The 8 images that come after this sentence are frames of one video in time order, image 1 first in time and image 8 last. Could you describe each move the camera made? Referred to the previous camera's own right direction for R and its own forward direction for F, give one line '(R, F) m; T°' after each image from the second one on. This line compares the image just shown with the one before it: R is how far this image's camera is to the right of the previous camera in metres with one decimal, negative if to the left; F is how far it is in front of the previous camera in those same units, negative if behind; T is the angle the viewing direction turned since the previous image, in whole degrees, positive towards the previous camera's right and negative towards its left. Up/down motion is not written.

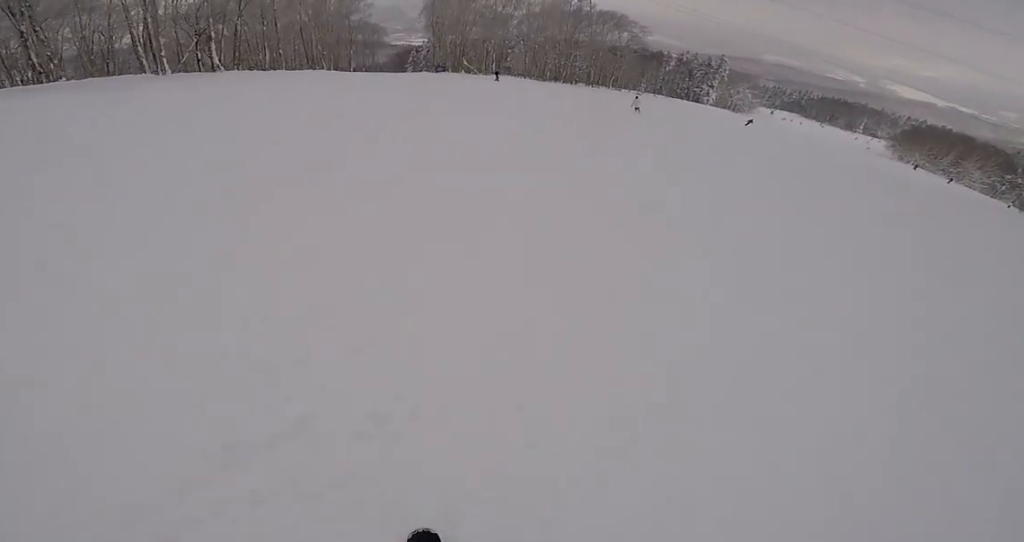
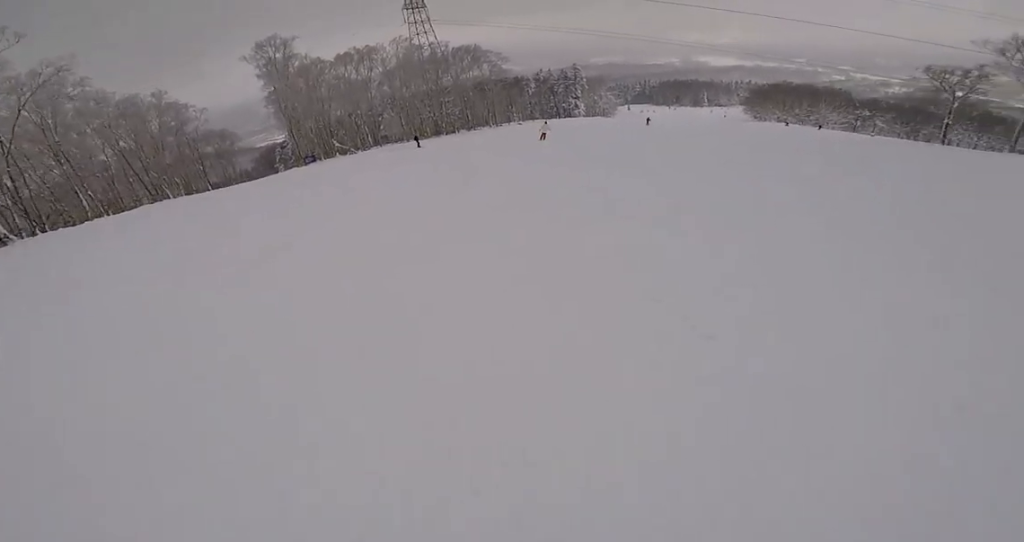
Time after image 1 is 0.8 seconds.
(+0.1, +9.0) m; +12°
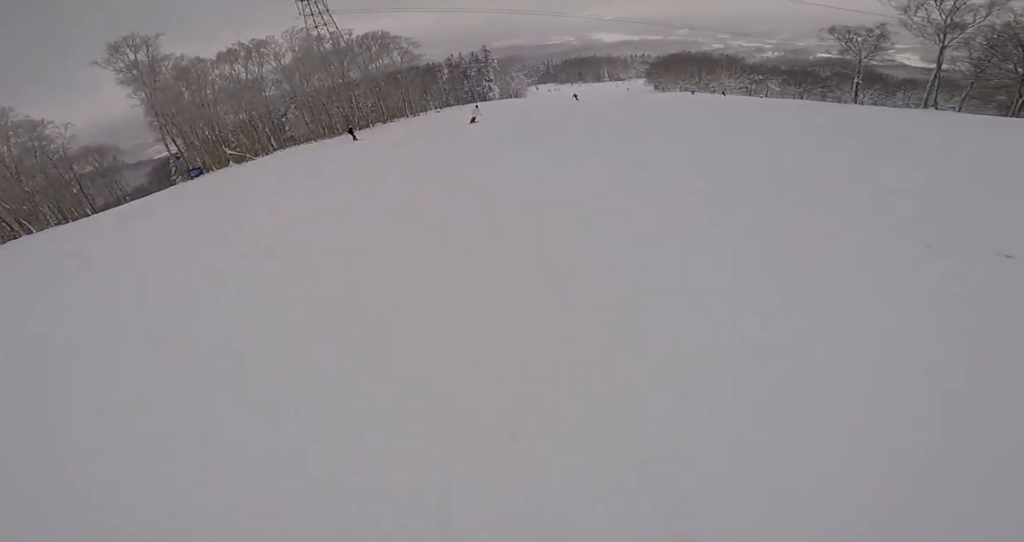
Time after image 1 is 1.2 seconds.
(+1.1, +5.6) m; +9°
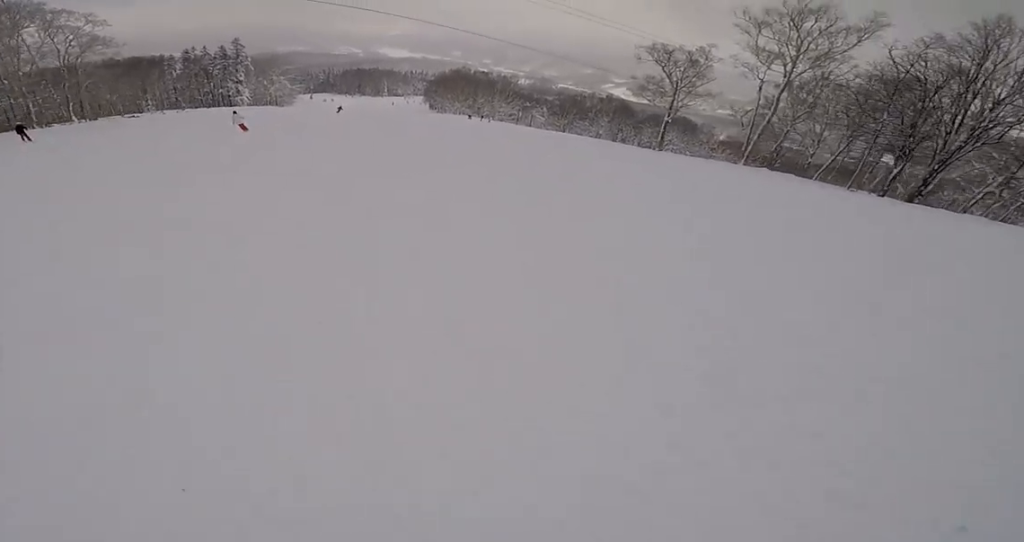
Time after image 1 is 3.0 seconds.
(+4.3, +21.5) m; +5°
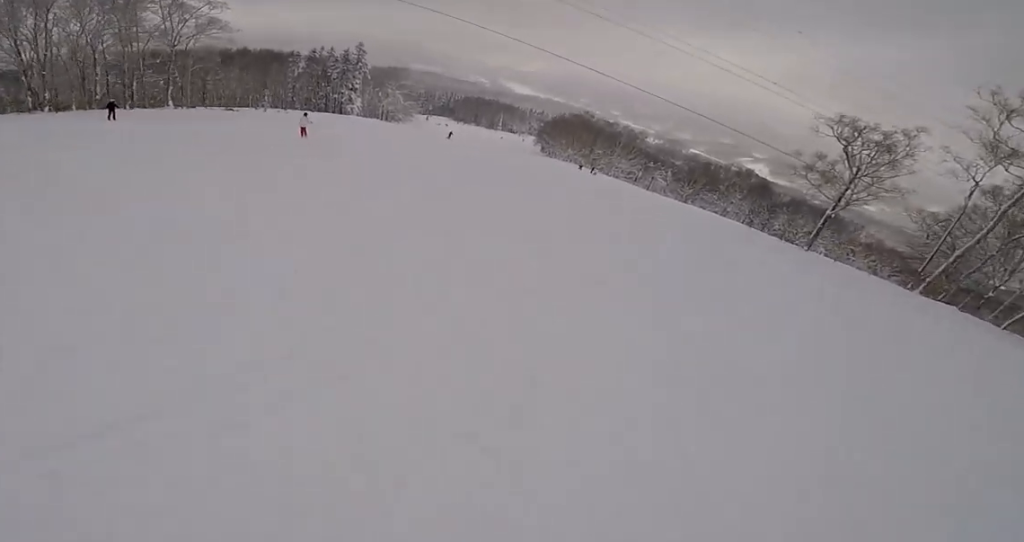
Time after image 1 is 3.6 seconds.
(-0.5, +6.8) m; -11°
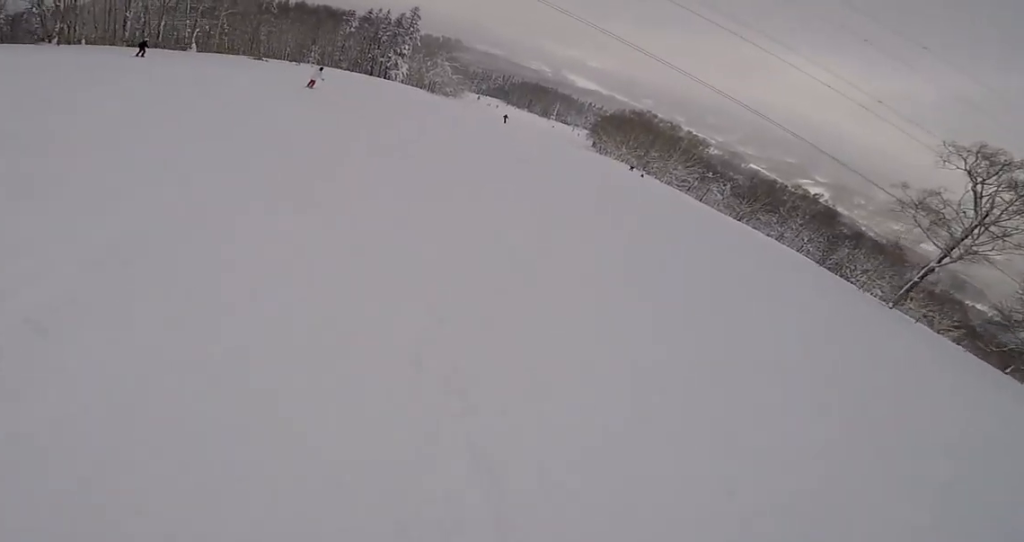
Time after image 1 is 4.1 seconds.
(-0.7, +6.1) m; -8°
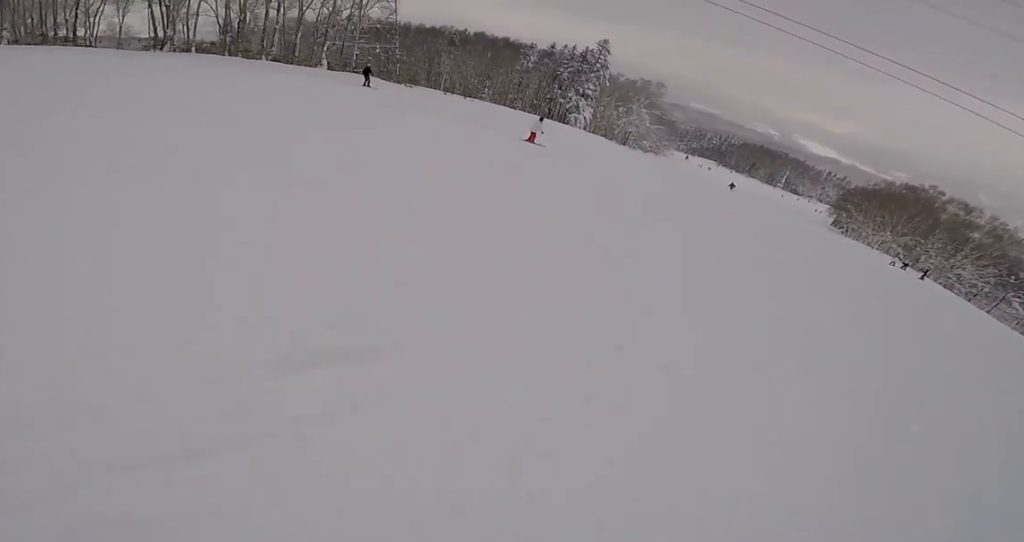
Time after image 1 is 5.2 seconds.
(-1.9, +13.5) m; -11°
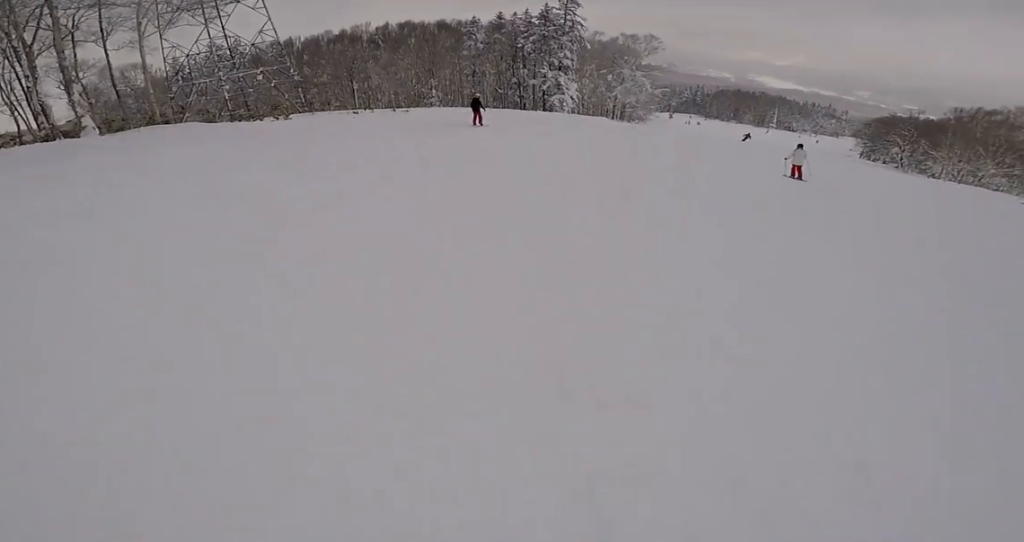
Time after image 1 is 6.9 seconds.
(-1.1, +18.8) m; +1°
